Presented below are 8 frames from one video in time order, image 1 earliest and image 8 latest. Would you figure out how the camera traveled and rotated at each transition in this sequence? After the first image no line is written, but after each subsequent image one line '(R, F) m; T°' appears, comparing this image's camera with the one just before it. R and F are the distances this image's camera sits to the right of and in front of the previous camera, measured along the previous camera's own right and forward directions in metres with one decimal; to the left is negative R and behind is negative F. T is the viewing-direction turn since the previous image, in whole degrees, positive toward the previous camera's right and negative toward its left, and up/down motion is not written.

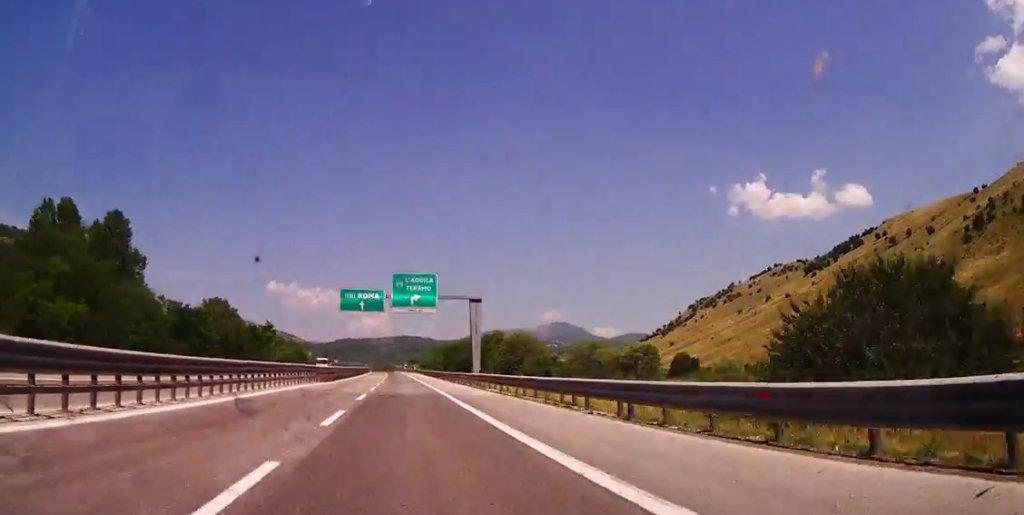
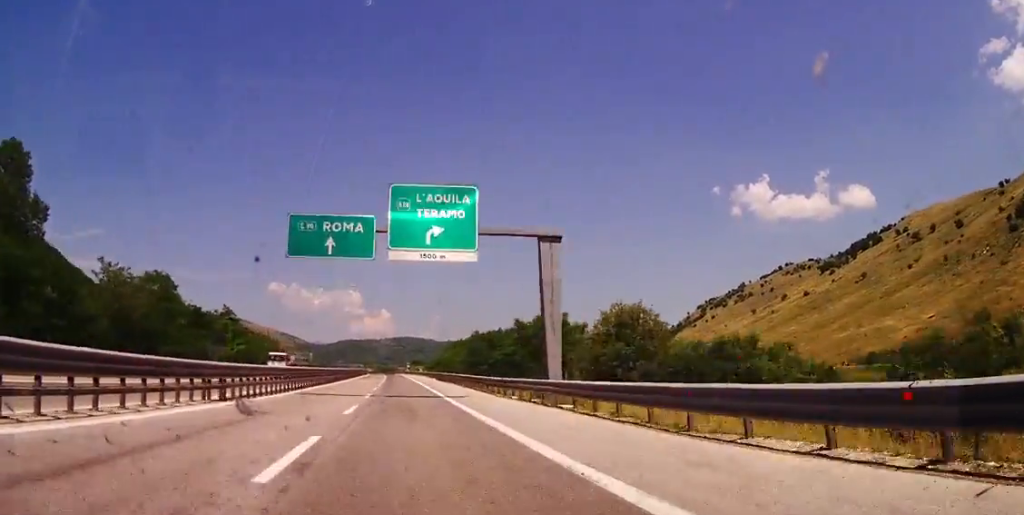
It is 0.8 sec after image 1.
(+0.2, +30.8) m; 0°
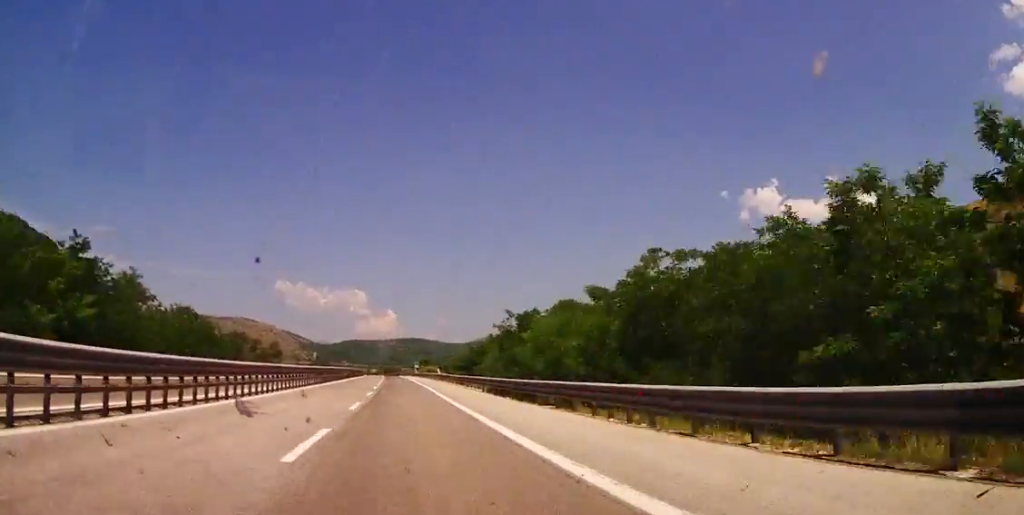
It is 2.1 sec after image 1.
(-0.5, +45.1) m; -1°
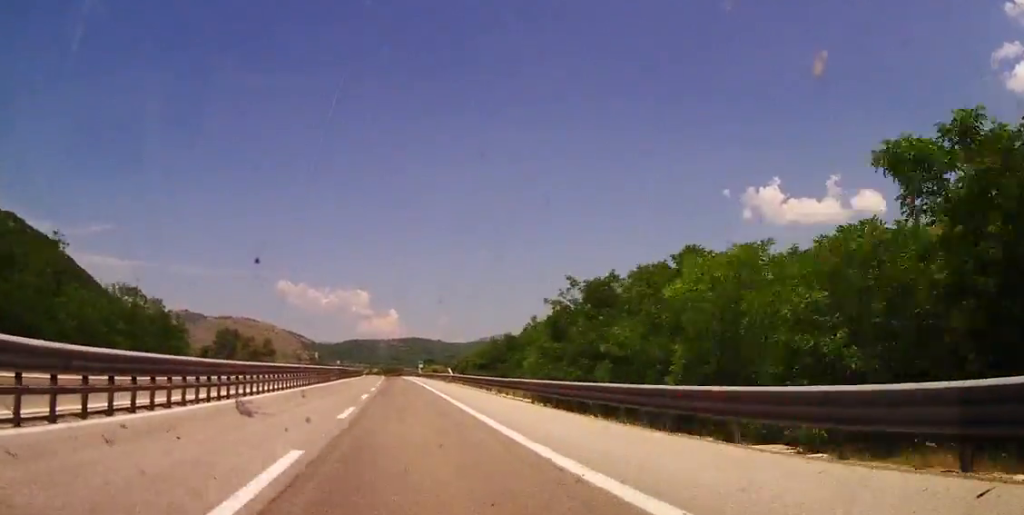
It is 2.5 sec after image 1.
(-0.1, +15.7) m; 0°
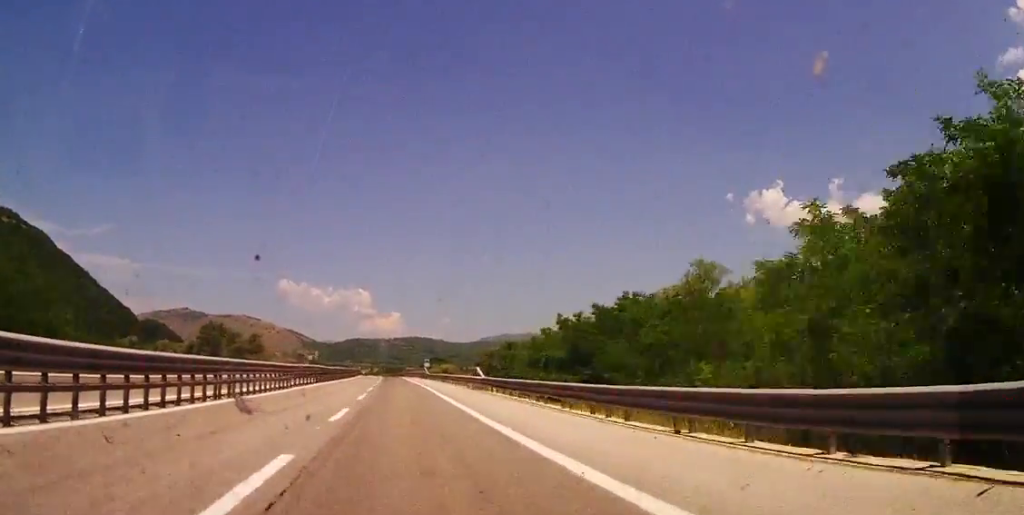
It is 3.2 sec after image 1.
(+0.1, +24.2) m; 0°
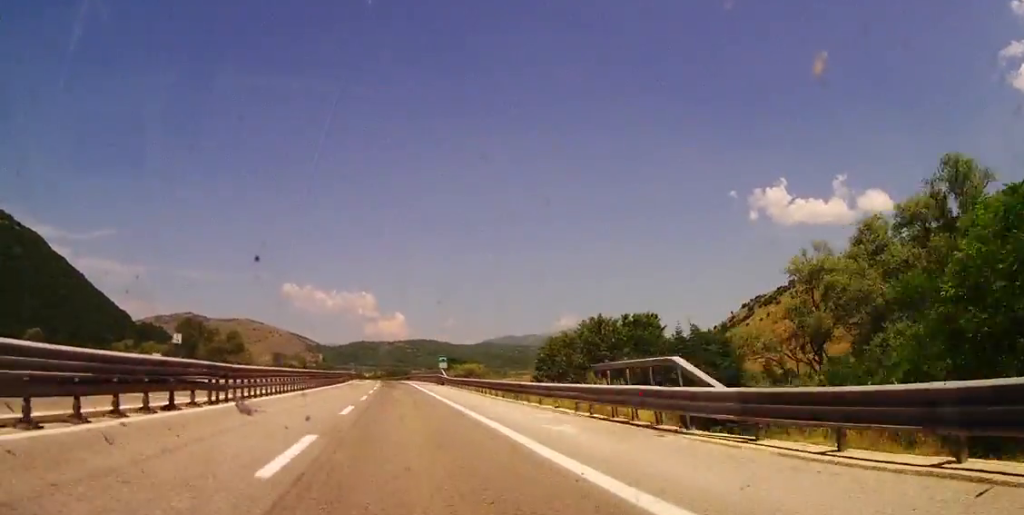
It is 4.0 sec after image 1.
(+0.1, +31.5) m; 0°
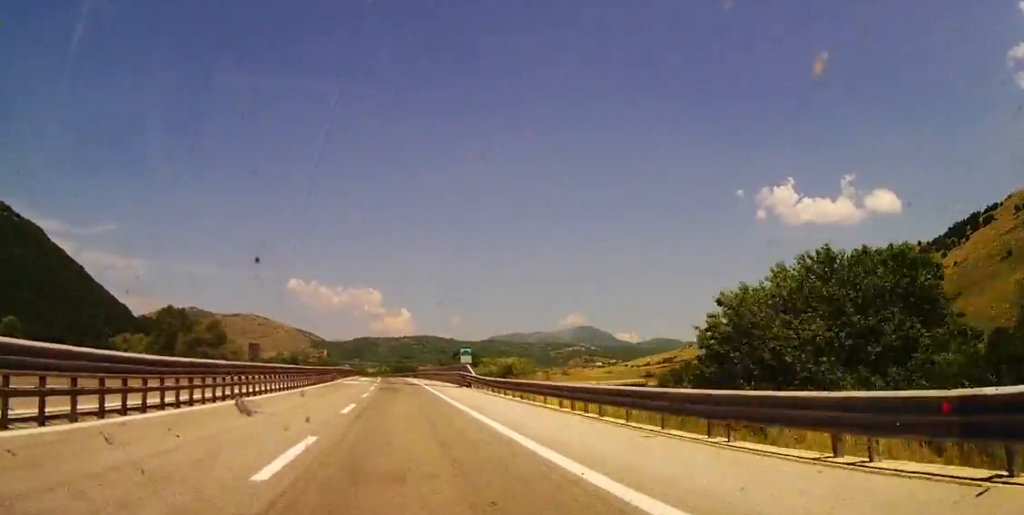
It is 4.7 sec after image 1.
(-0.2, +23.1) m; 0°
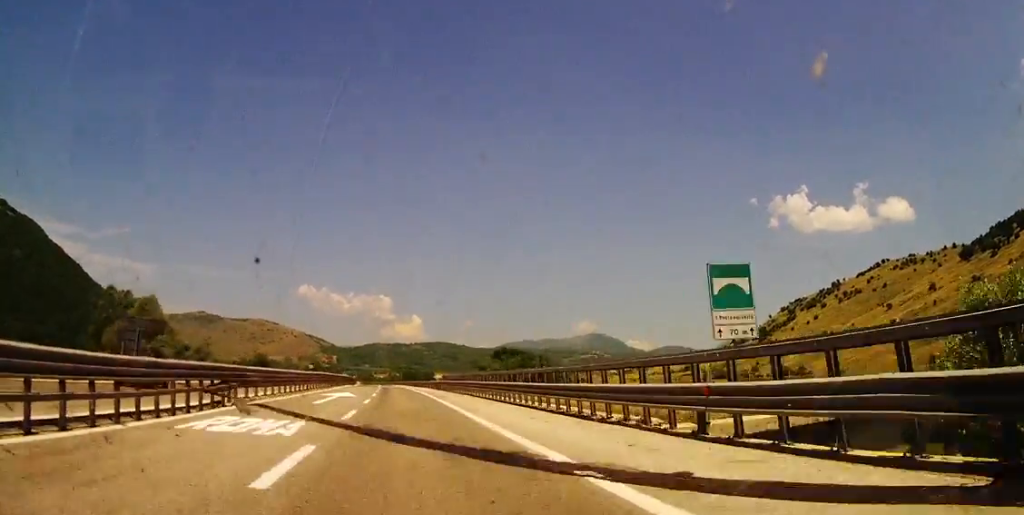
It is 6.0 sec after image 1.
(-0.2, +47.5) m; -1°
